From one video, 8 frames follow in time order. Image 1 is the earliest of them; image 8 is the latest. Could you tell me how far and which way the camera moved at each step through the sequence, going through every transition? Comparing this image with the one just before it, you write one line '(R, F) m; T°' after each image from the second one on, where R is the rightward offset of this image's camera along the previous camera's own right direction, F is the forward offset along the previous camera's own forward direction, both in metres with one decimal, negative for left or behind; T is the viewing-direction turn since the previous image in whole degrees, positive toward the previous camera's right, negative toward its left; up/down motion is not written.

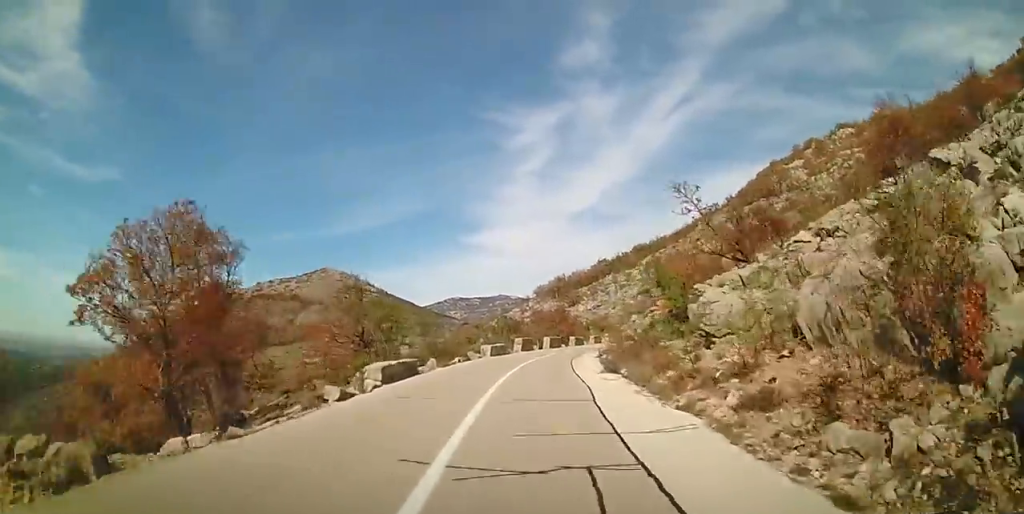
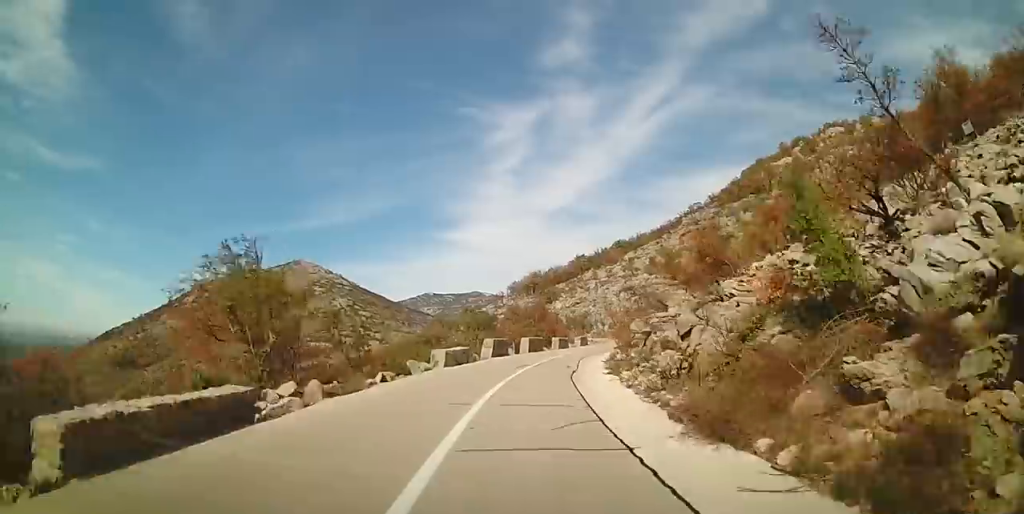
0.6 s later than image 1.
(0.0, +9.5) m; 0°
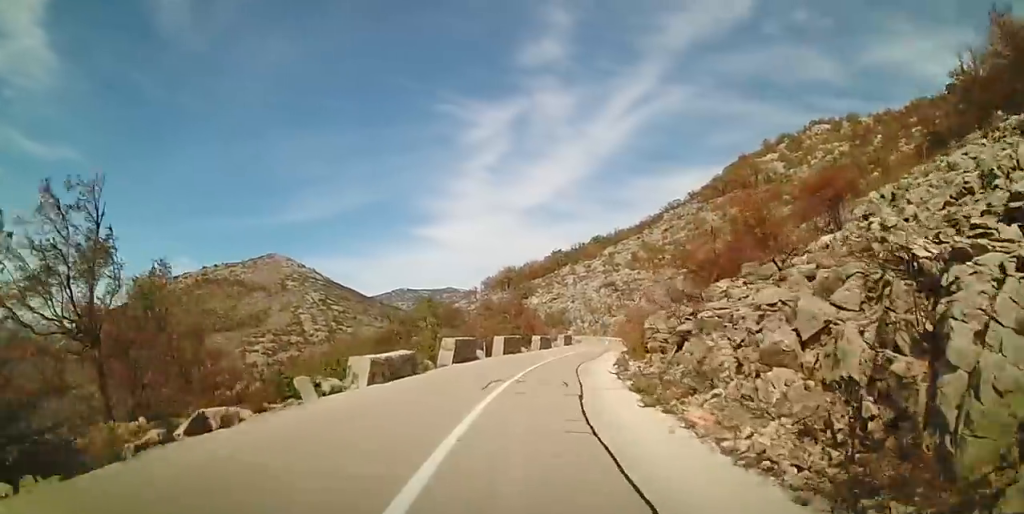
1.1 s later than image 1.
(0.0, +7.1) m; 0°
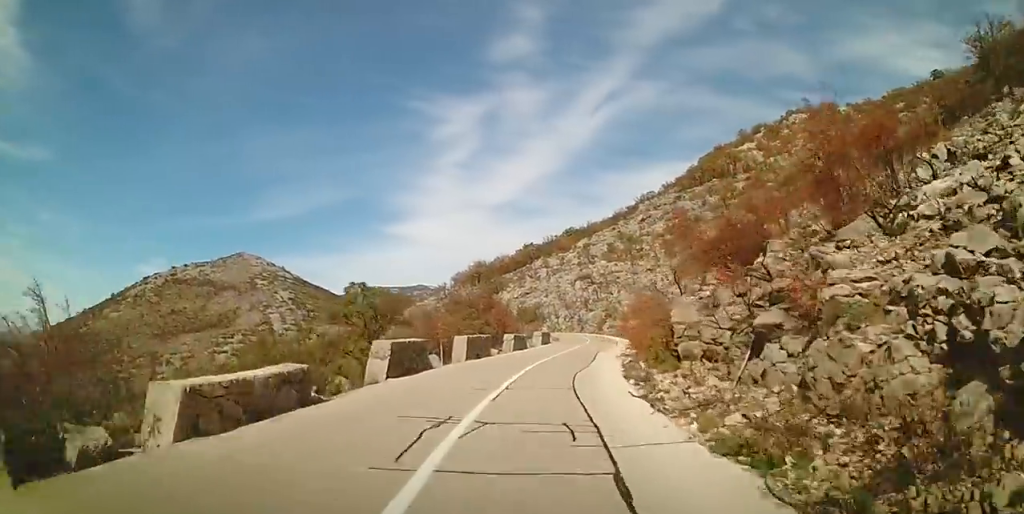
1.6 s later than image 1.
(0.0, +6.2) m; 0°
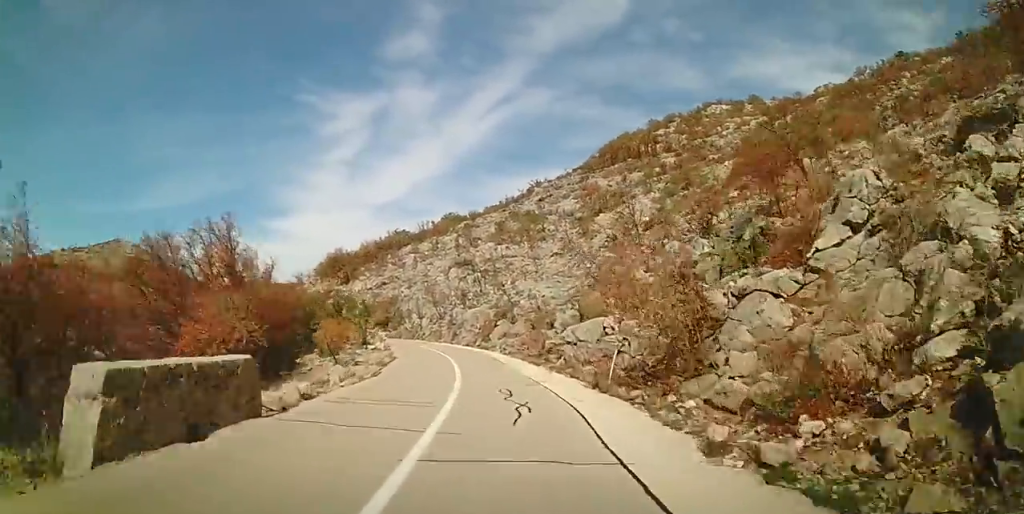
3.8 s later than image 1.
(+4.3, +28.3) m; +11°
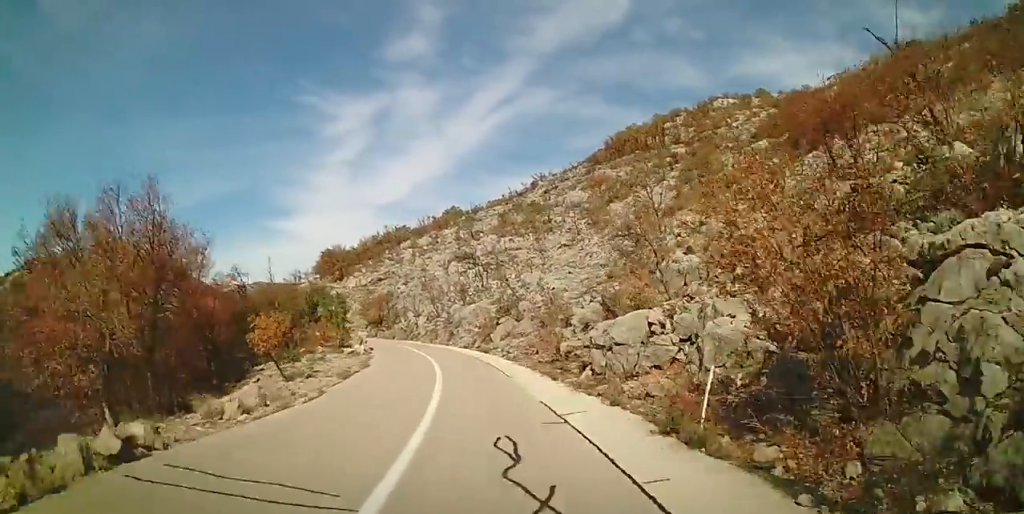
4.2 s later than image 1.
(-0.3, +5.2) m; -2°
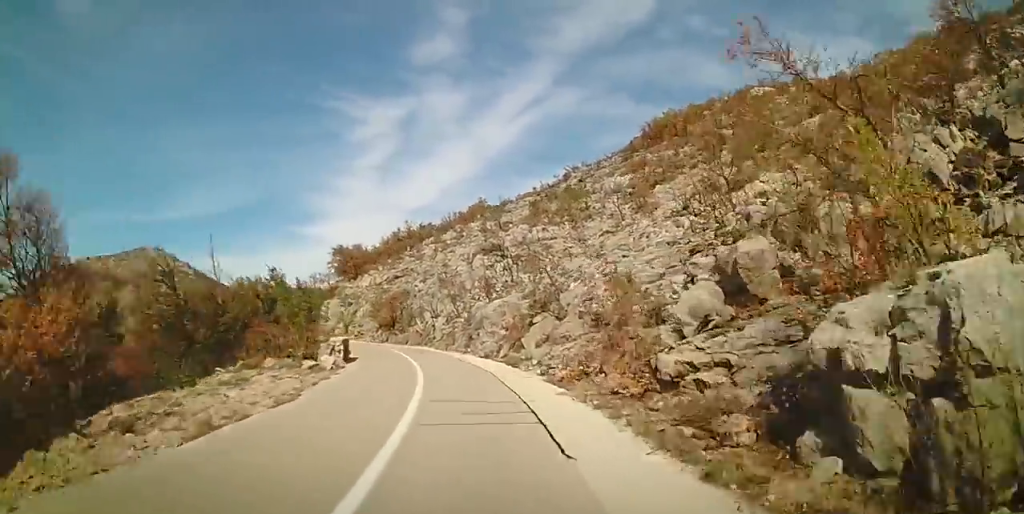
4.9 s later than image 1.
(-0.3, +8.9) m; -2°
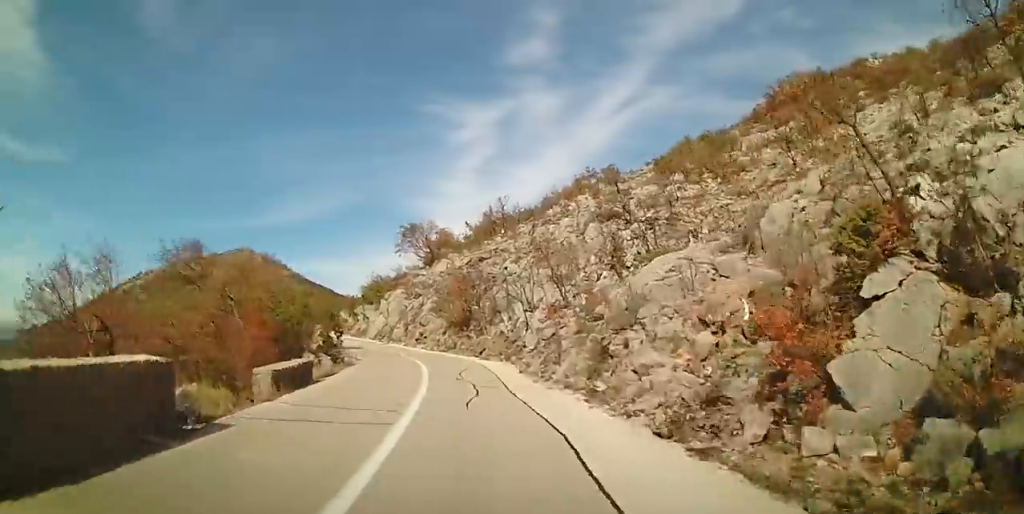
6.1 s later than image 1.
(0.0, +16.9) m; 0°
